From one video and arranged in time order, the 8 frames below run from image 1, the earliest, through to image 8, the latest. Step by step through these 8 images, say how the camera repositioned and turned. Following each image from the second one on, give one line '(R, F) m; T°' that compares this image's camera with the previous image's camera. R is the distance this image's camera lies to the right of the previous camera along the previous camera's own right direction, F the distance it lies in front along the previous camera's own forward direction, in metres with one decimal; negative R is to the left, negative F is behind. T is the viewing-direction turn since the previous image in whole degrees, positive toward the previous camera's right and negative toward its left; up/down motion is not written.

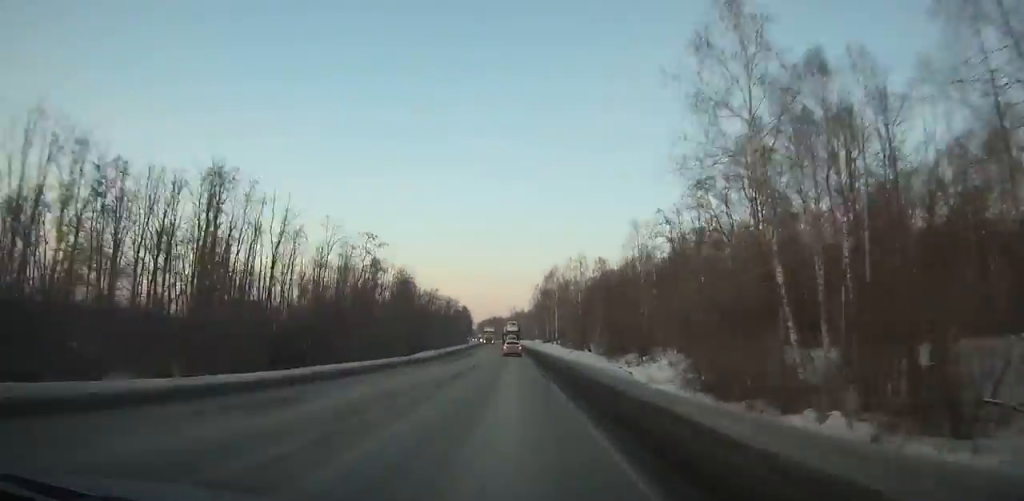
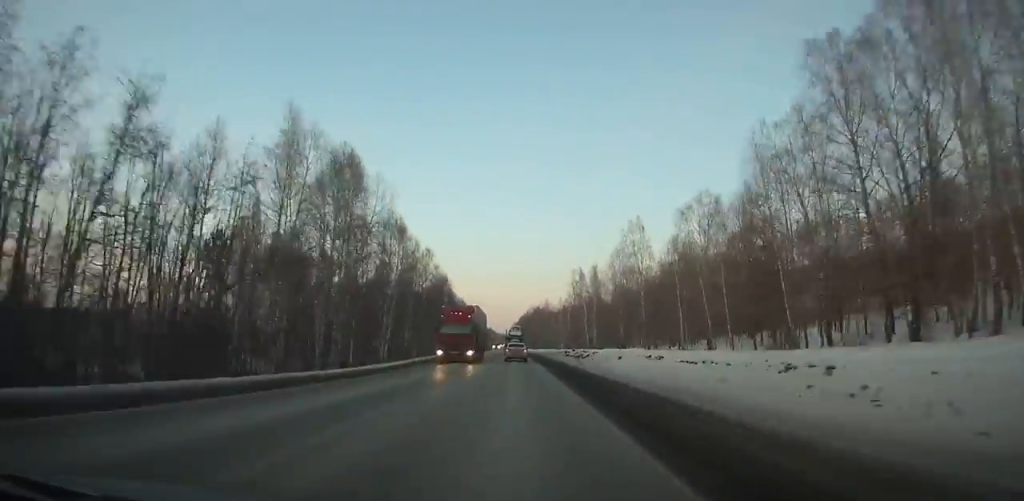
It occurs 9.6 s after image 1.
(-7.8, +212.1) m; -4°
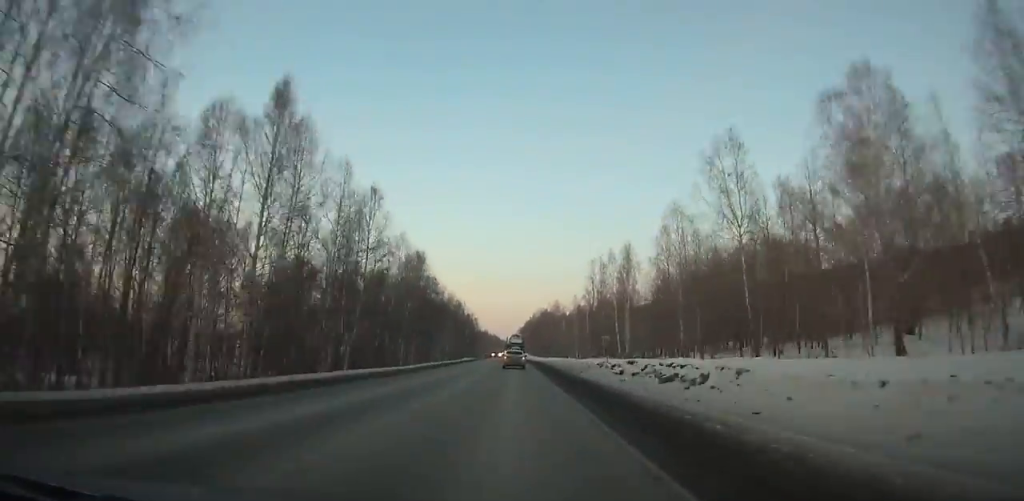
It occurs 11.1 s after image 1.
(-0.1, +31.4) m; 0°
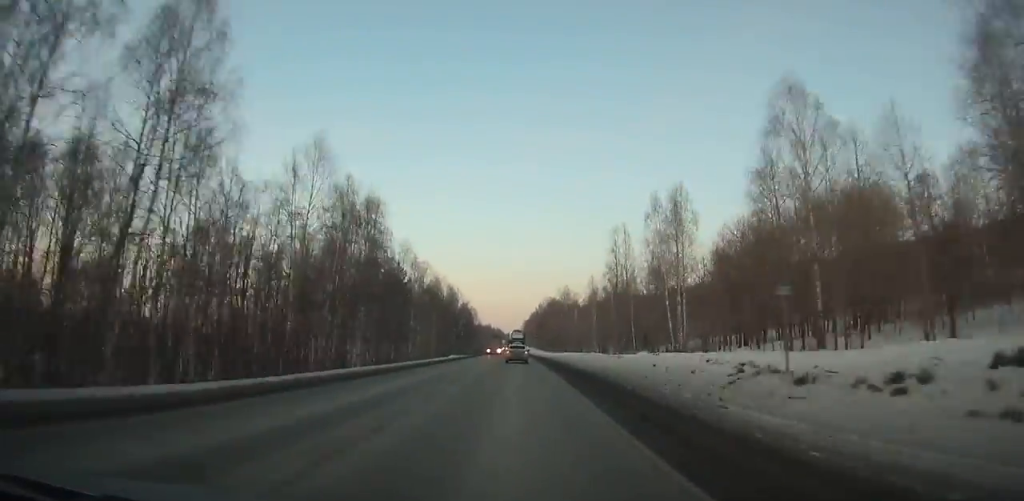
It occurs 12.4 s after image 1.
(-0.1, +28.2) m; 0°
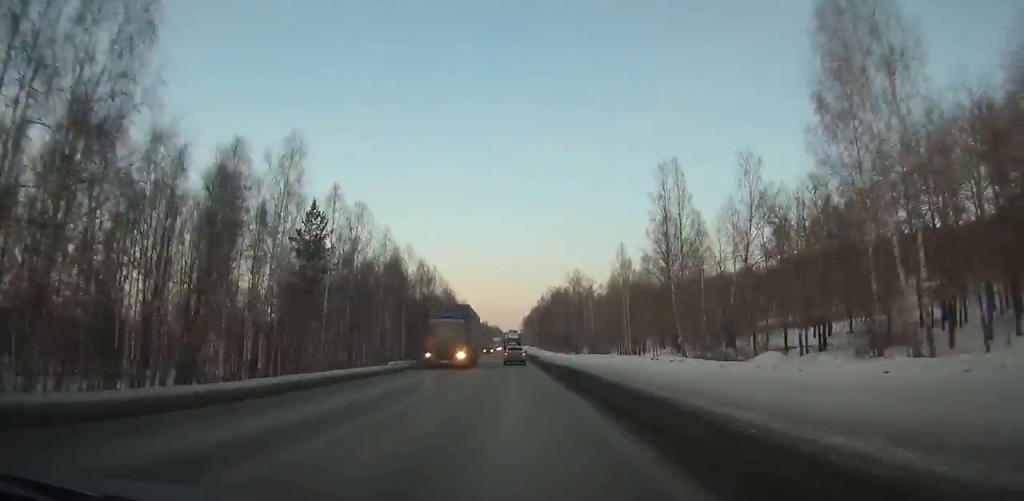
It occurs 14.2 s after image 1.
(-0.1, +39.5) m; 0°
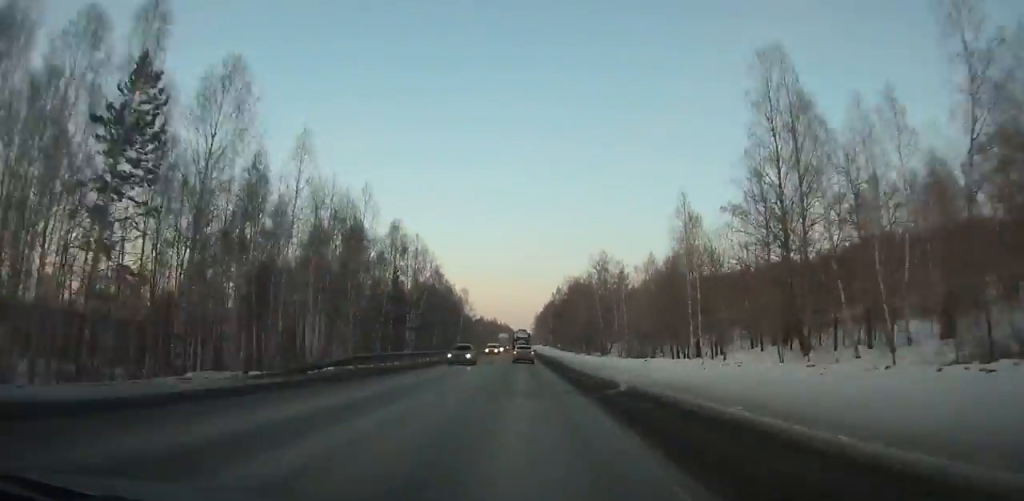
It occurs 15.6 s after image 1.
(-0.2, +31.8) m; 0°
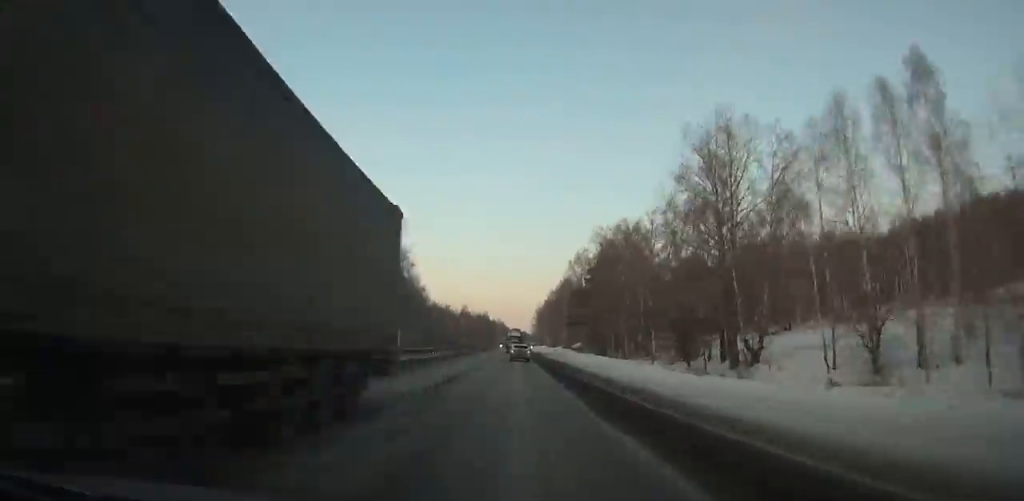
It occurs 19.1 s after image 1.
(-0.3, +77.7) m; -1°
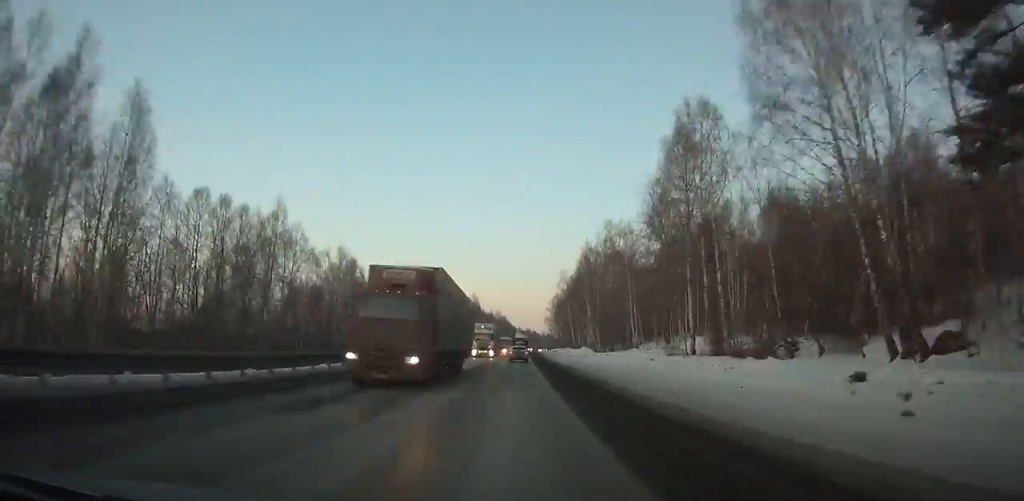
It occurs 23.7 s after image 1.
(-0.5, +98.5) m; 0°
